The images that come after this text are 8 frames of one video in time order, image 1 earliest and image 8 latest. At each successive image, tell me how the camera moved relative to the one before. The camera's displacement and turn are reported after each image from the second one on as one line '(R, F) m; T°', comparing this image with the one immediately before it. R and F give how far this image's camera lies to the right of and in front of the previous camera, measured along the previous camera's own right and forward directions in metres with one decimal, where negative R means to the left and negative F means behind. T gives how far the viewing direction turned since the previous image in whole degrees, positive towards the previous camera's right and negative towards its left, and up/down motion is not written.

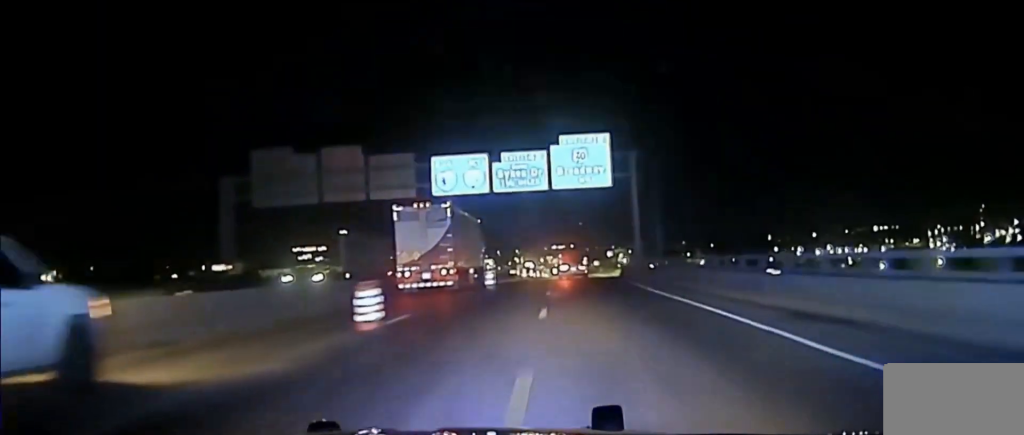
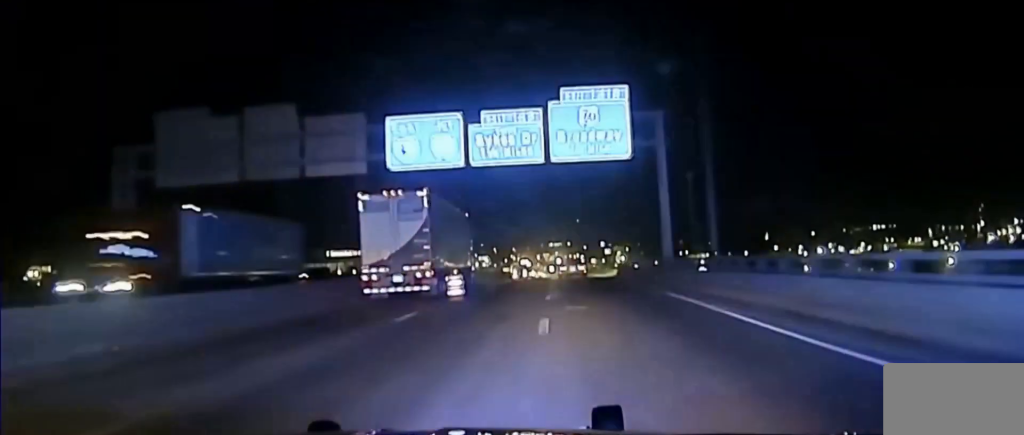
(0.0, +14.3) m; 0°
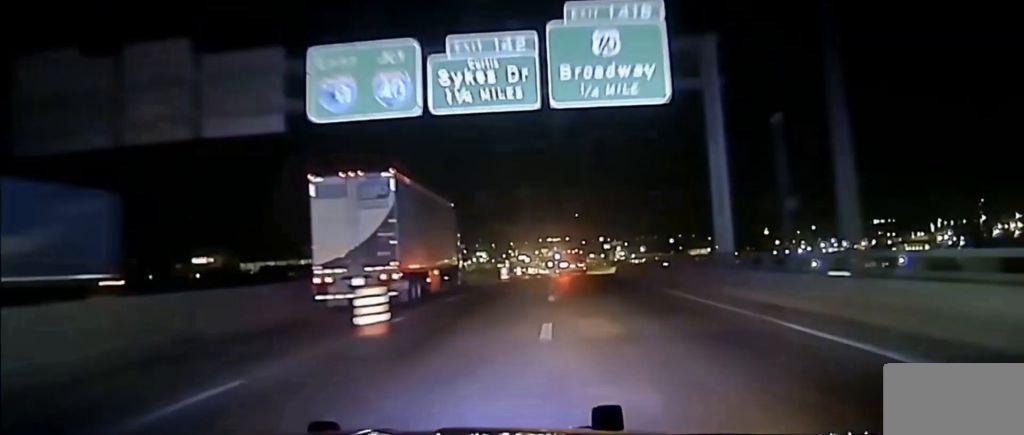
(0.0, +14.5) m; 0°
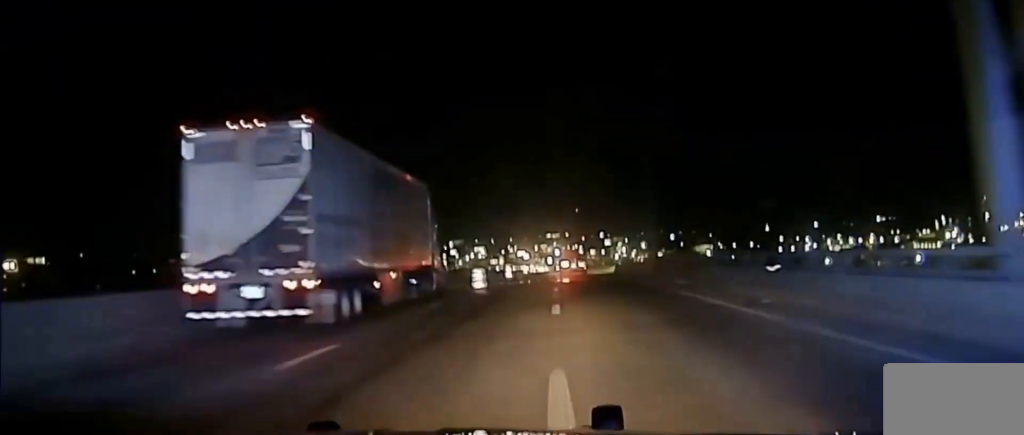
(0.0, +21.0) m; 0°
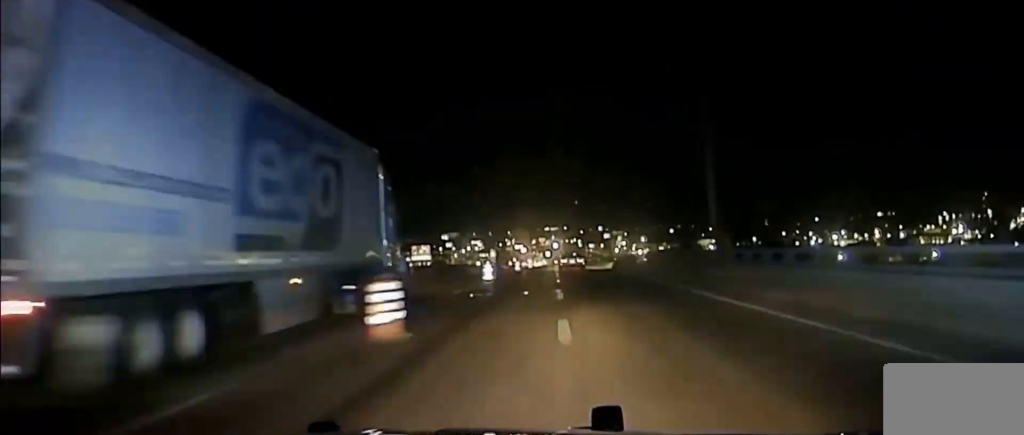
(0.0, +19.8) m; 0°
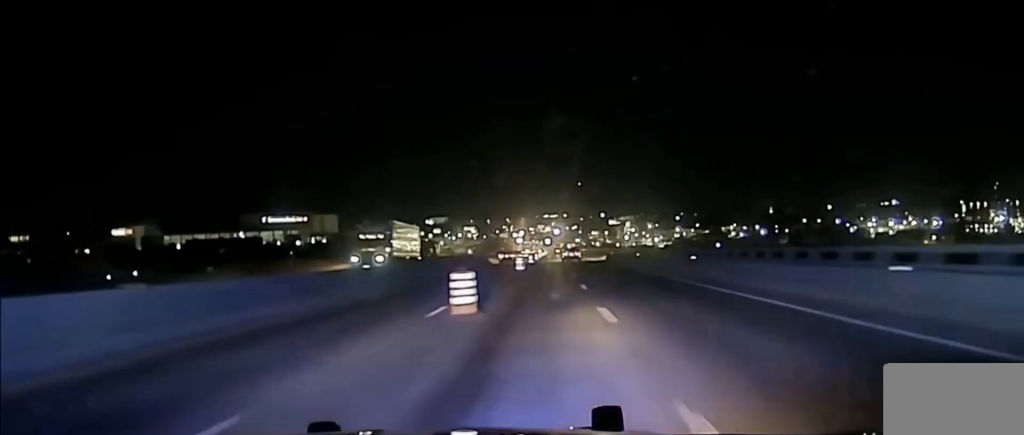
(+0.1, +81.9) m; 0°
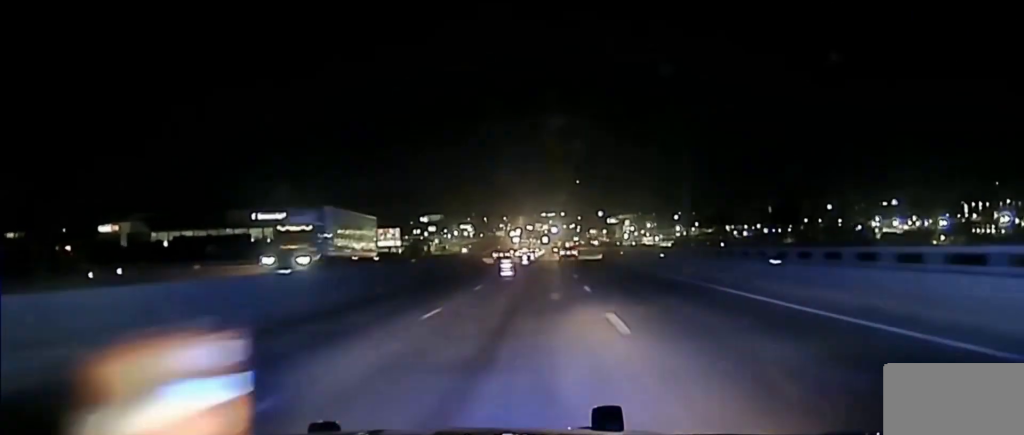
(0.0, +13.6) m; 0°
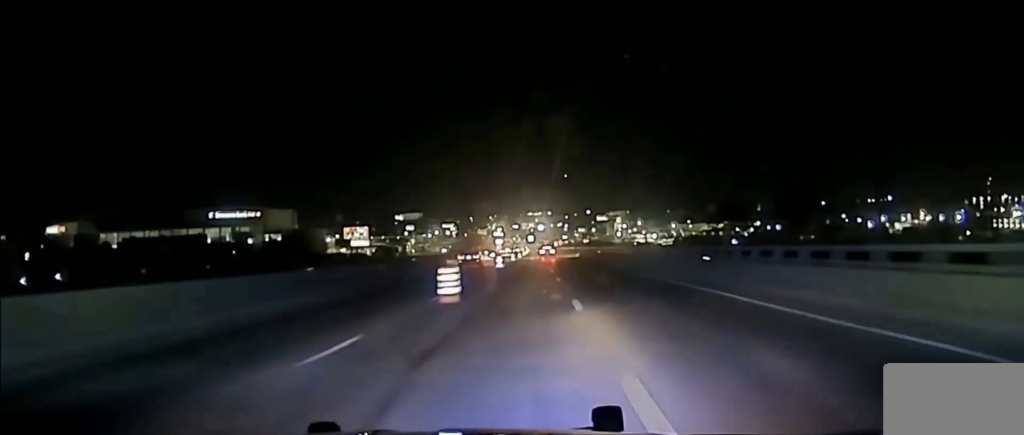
(+0.3, +42.9) m; 0°
